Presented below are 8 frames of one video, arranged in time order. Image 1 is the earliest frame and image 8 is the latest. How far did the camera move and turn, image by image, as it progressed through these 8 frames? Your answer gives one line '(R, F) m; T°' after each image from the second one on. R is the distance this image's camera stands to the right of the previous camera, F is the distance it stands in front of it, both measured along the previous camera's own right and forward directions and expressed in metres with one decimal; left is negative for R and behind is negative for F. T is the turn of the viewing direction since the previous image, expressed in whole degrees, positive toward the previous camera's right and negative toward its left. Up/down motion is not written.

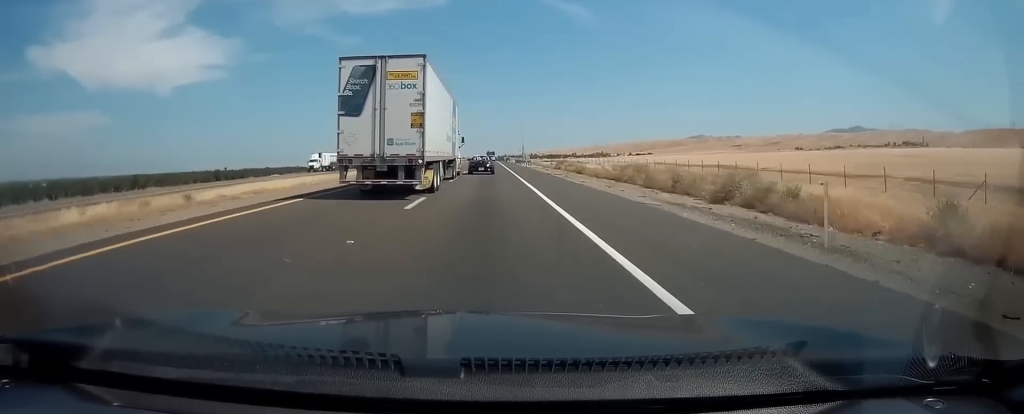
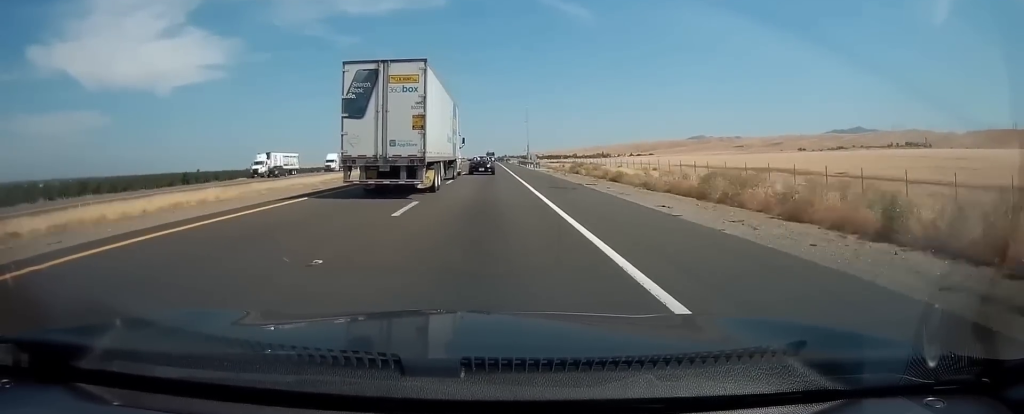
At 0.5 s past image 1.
(0.0, +16.2) m; 0°
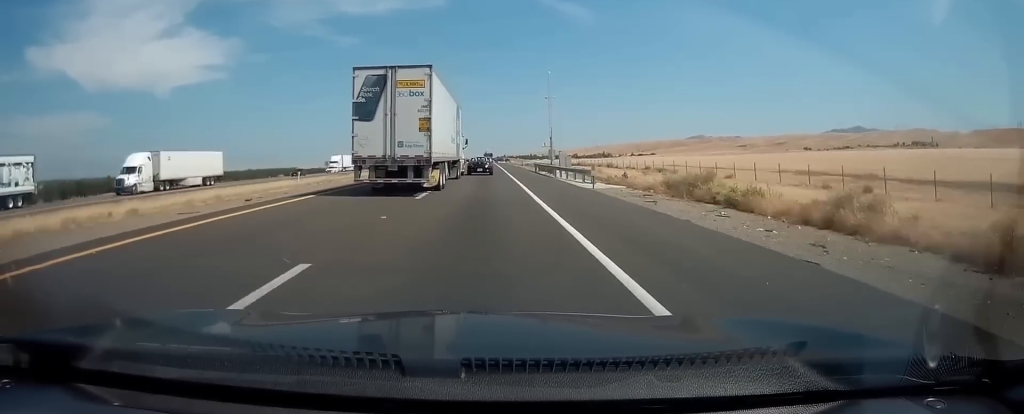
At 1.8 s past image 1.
(-0.3, +38.7) m; 0°
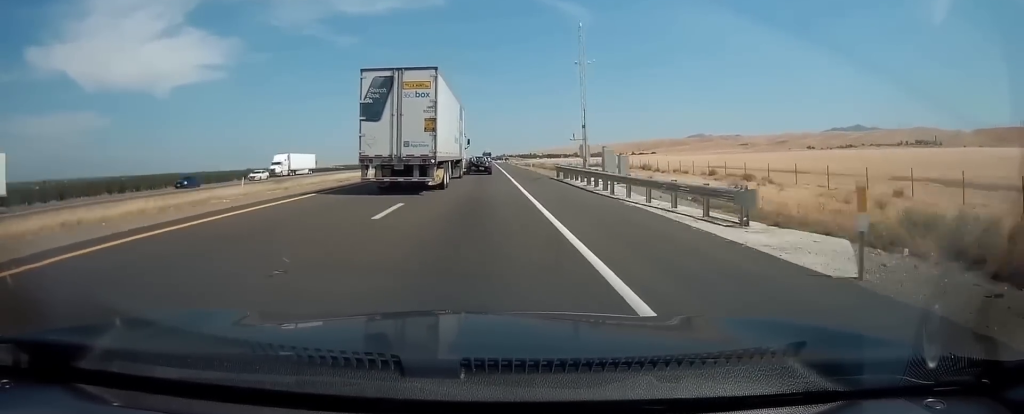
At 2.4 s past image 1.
(+0.1, +19.3) m; 0°
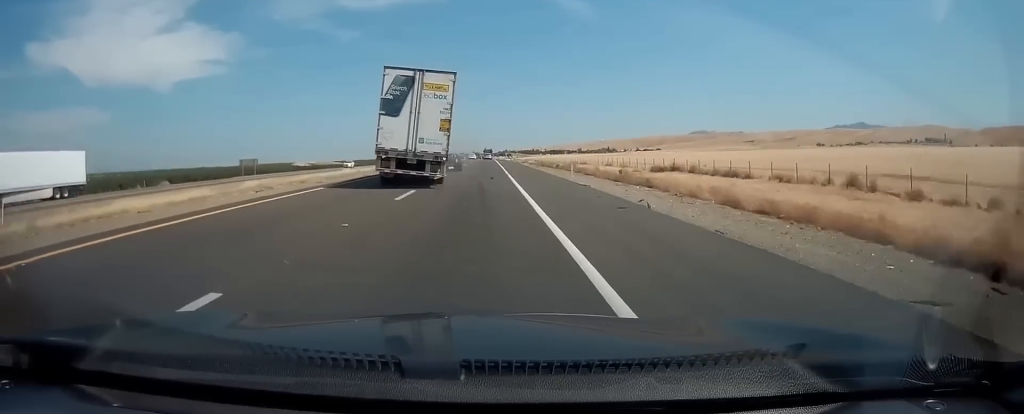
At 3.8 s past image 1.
(-0.3, +39.9) m; -1°
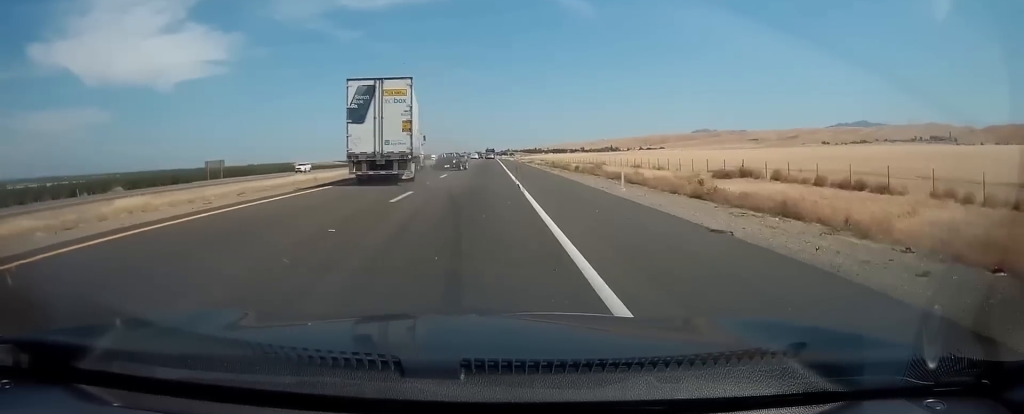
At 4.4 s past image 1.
(-0.2, +15.7) m; 0°
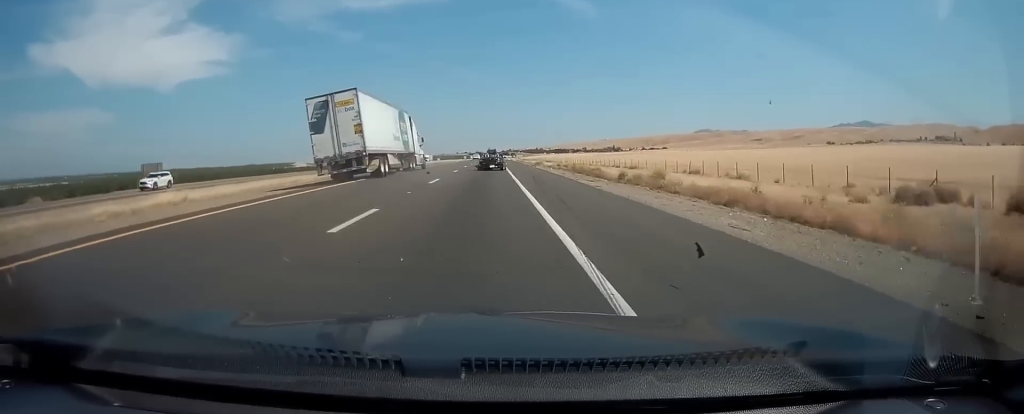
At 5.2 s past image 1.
(+0.4, +20.3) m; +1°
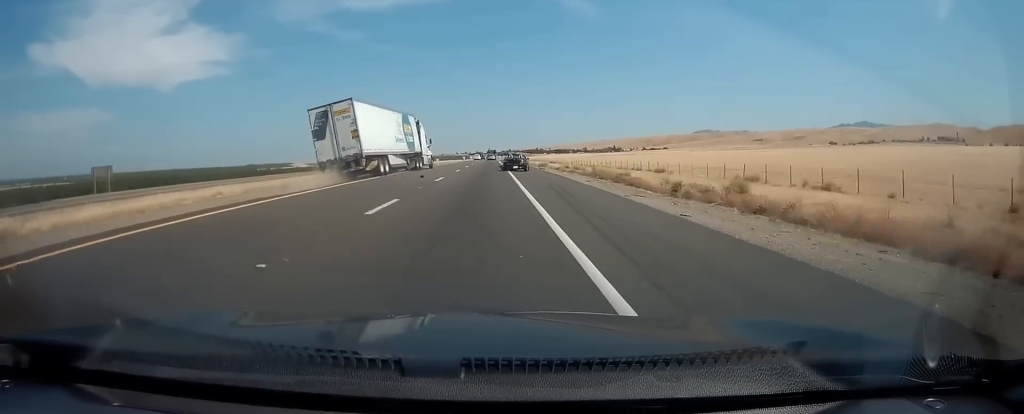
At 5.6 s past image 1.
(0.0, +11.3) m; 0°
